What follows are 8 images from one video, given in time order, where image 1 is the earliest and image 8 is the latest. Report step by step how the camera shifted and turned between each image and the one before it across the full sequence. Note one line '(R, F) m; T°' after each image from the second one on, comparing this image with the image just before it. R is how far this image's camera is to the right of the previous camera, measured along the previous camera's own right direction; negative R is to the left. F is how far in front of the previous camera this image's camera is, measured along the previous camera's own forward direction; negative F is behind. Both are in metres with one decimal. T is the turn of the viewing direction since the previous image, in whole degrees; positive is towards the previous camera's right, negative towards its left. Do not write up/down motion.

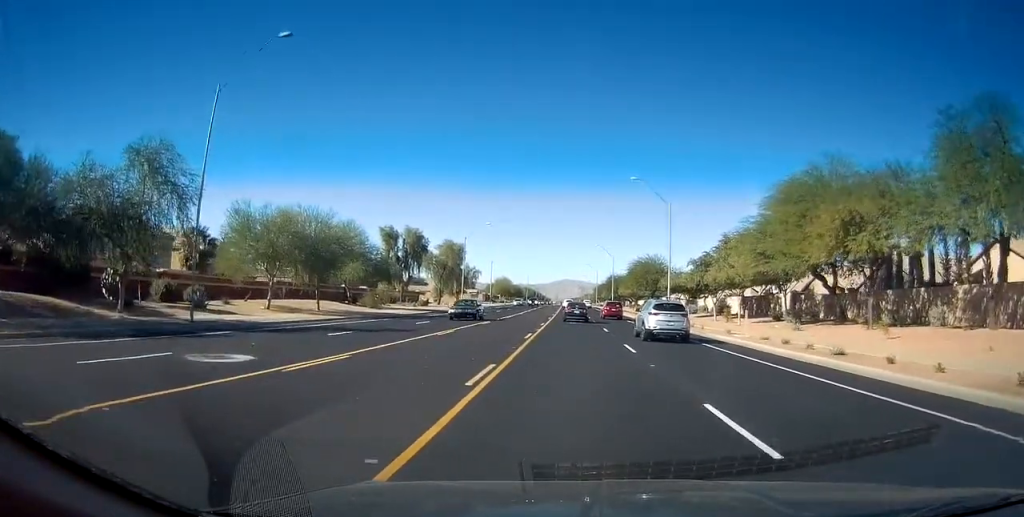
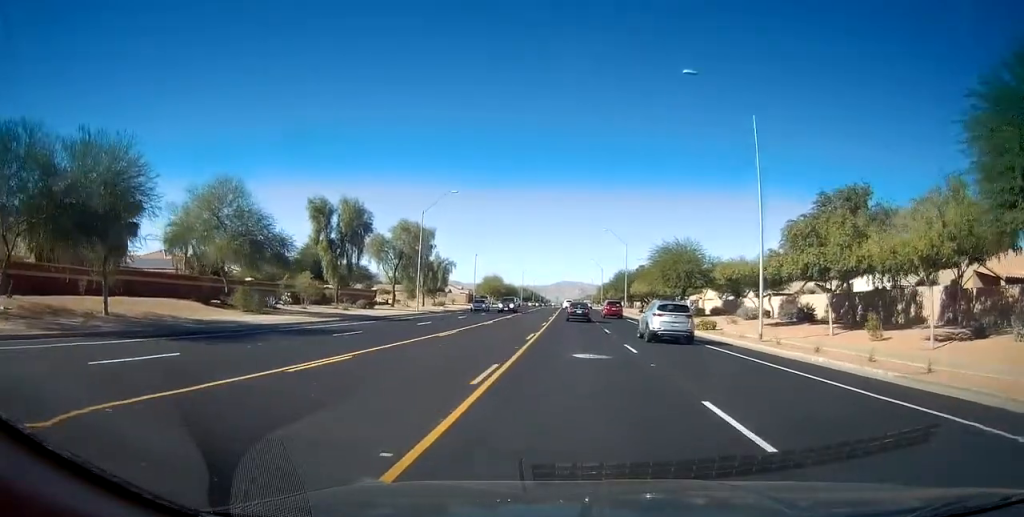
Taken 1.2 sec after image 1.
(+0.1, +23.8) m; 0°
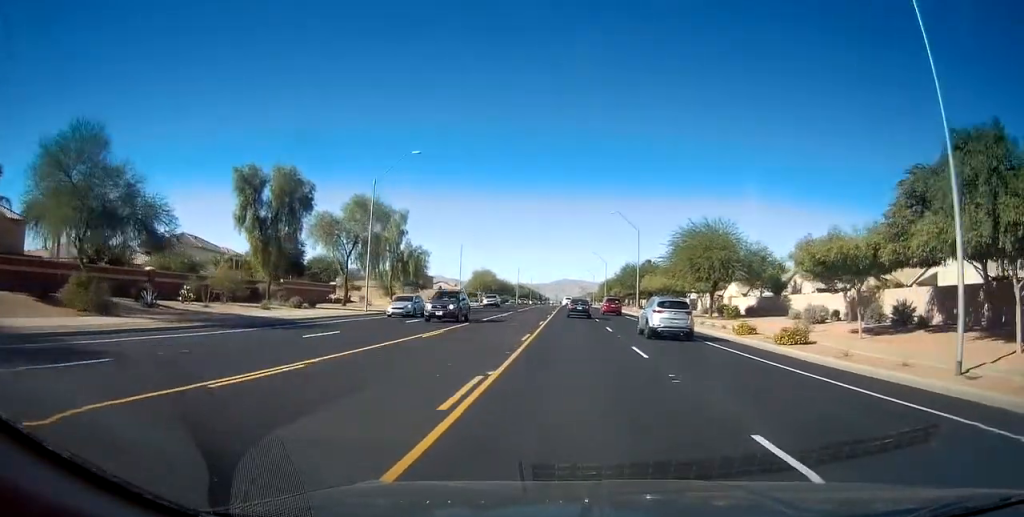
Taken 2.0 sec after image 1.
(-0.1, +14.5) m; 0°
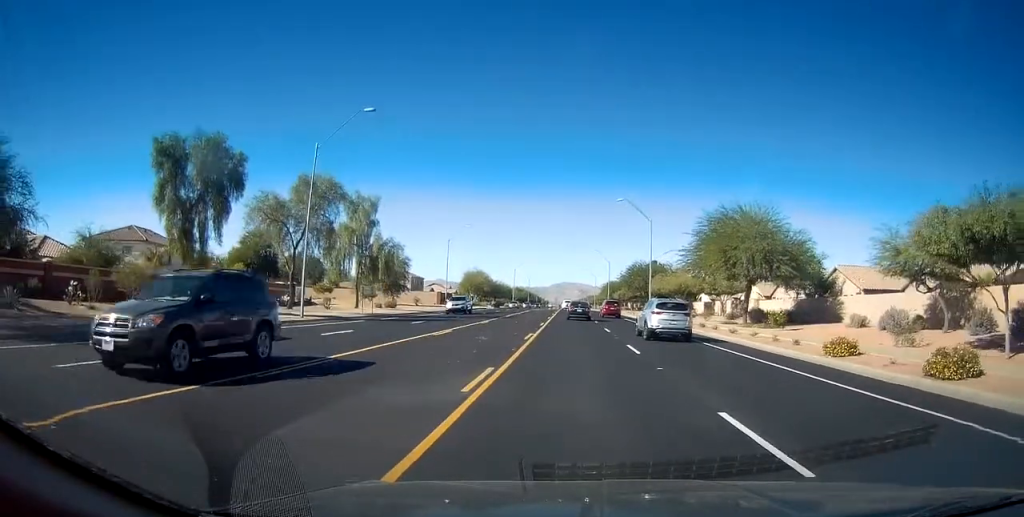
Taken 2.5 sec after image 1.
(-0.1, +10.6) m; 0°
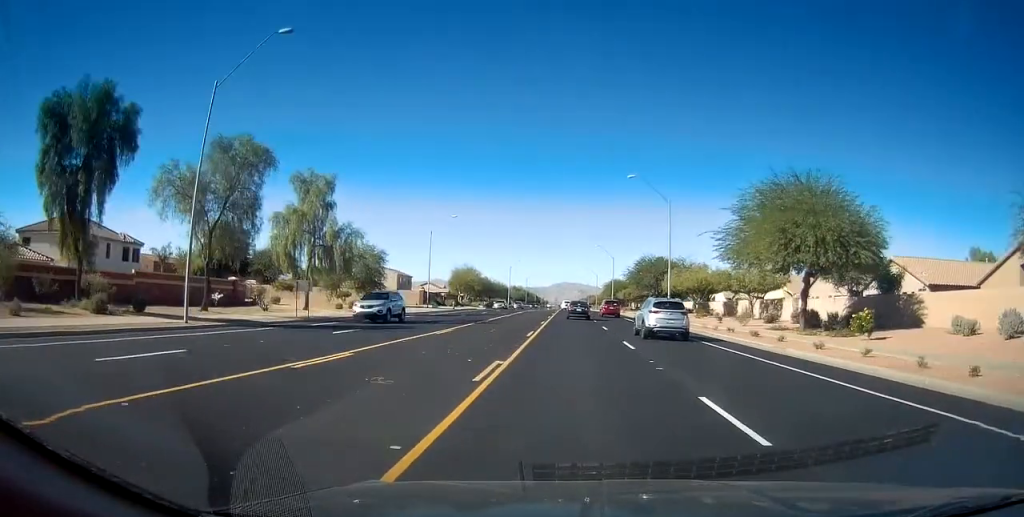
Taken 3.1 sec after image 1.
(+0.1, +10.9) m; 0°
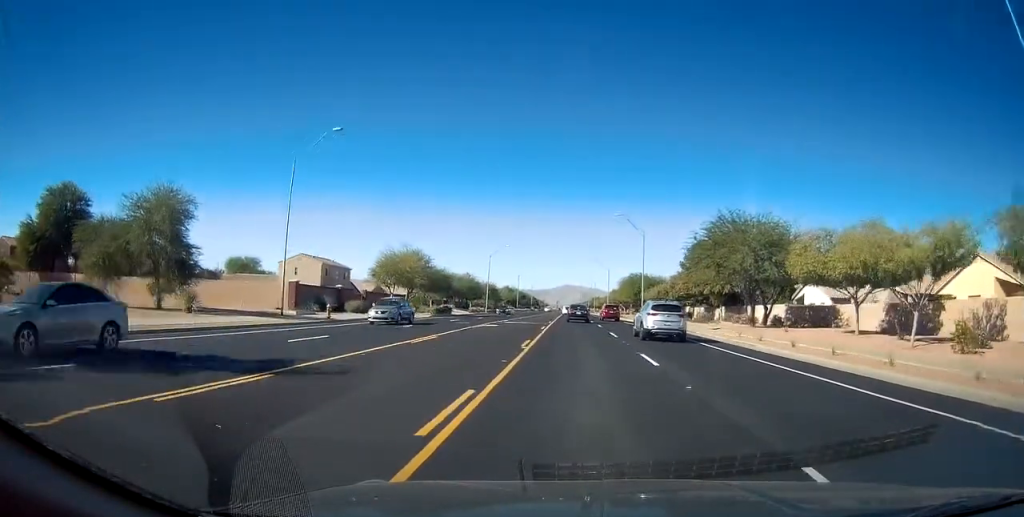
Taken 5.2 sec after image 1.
(-0.1, +39.4) m; 0°
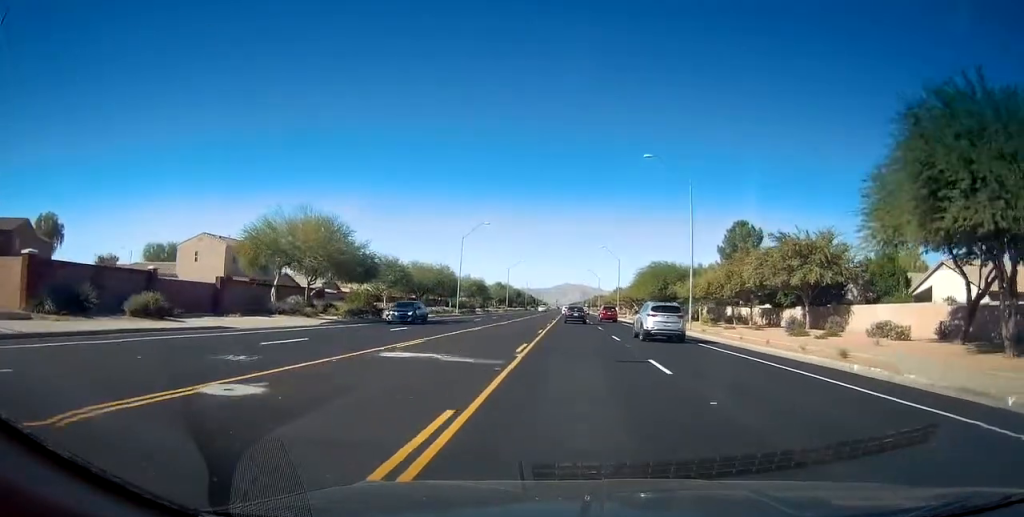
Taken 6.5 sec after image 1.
(+0.1, +25.3) m; +1°
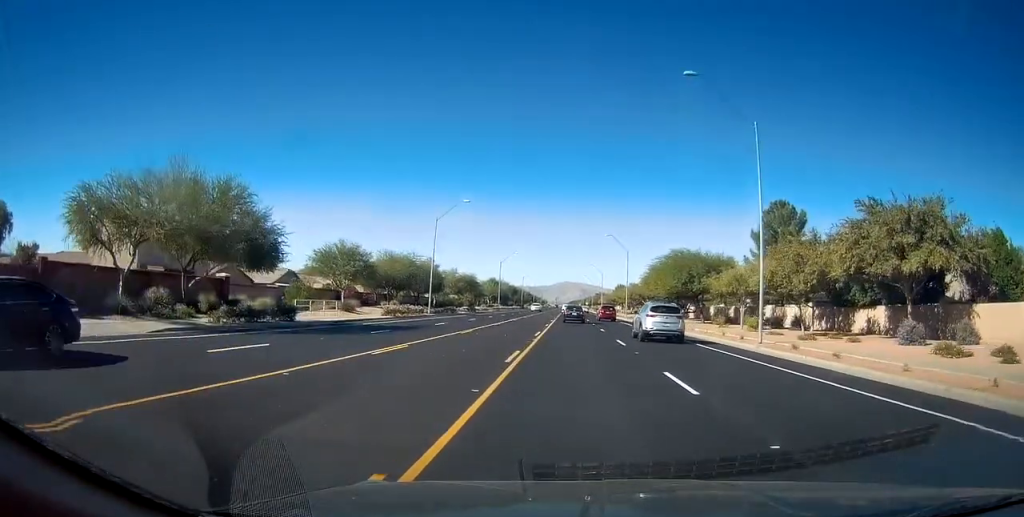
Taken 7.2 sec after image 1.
(0.0, +14.5) m; 0°
